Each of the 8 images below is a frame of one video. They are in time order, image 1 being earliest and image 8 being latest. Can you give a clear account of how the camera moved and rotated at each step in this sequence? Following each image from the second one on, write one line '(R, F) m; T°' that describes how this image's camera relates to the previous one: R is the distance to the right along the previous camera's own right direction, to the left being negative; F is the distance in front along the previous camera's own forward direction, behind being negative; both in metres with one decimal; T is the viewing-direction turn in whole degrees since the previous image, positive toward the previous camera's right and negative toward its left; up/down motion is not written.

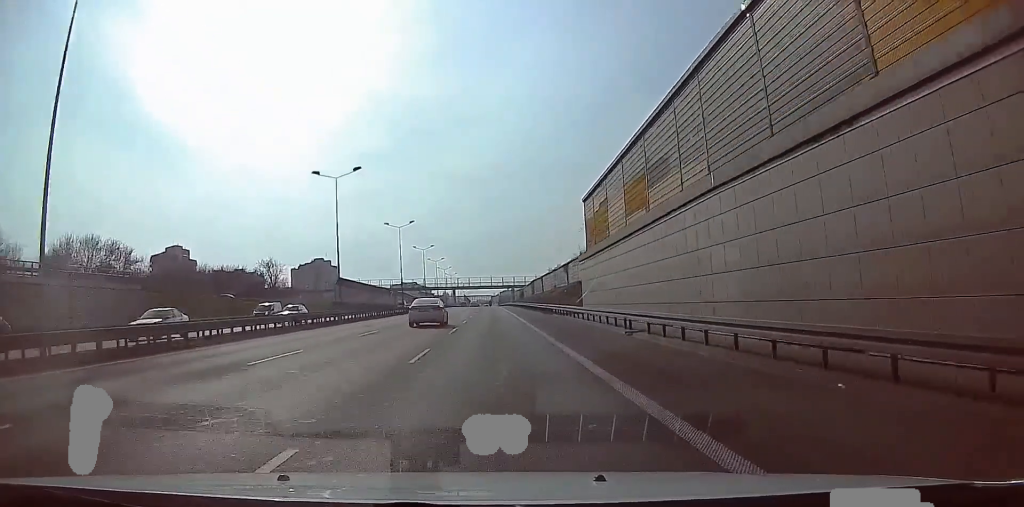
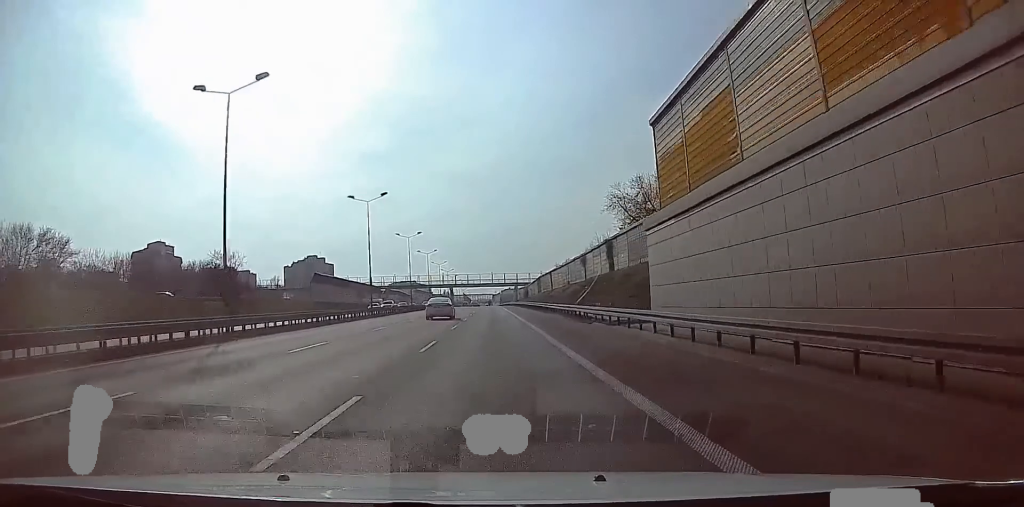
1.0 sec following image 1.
(0.0, +20.9) m; 0°
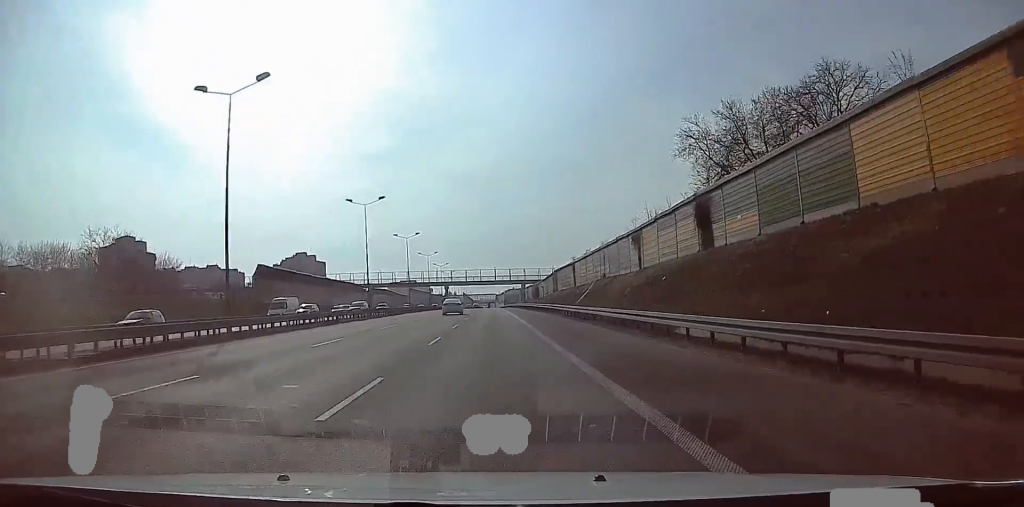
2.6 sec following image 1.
(0.0, +33.3) m; 0°
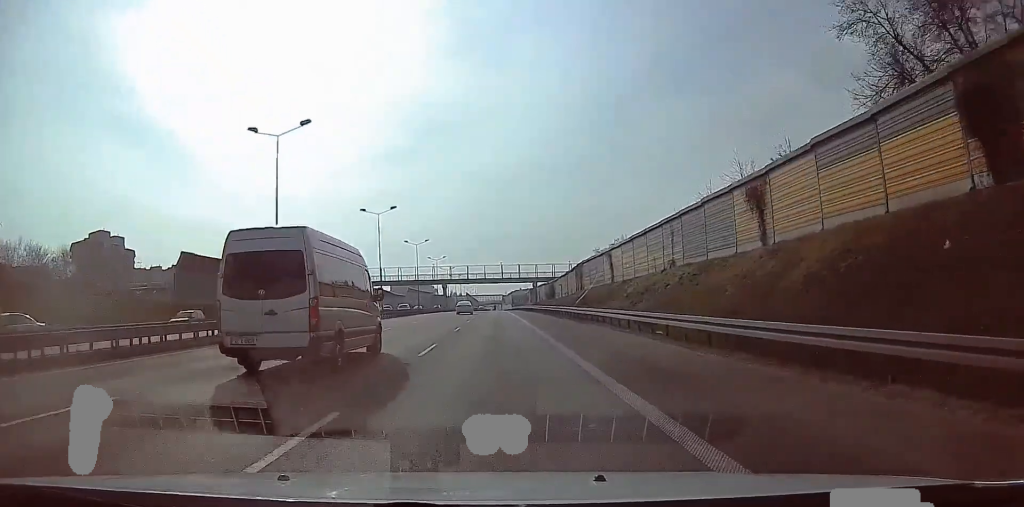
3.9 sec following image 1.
(0.0, +27.1) m; 0°
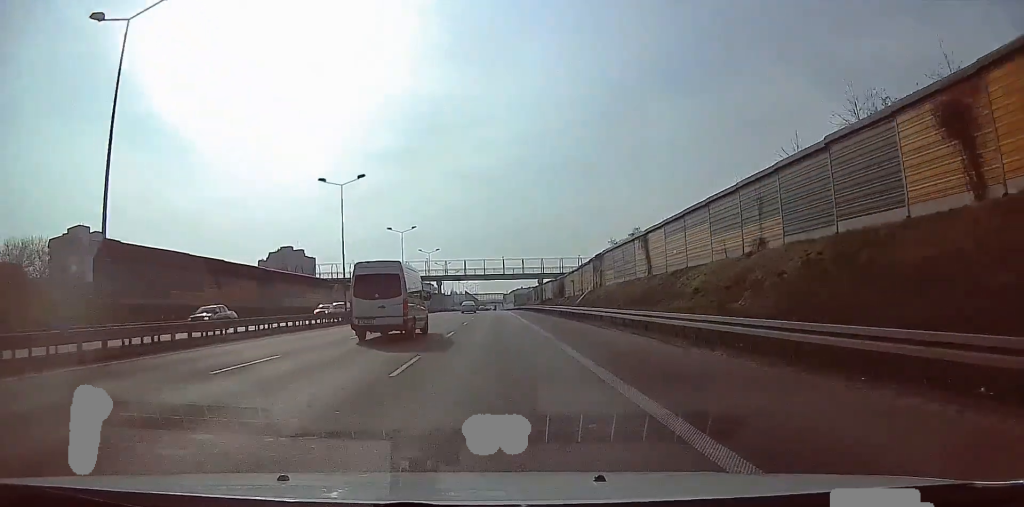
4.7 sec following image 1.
(0.0, +16.7) m; 0°
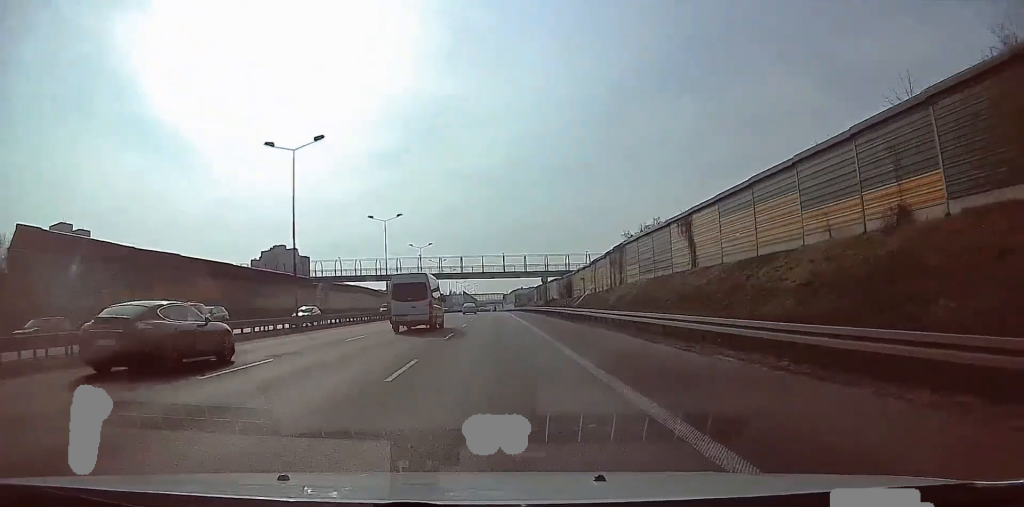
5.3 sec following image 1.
(0.0, +12.5) m; 0°
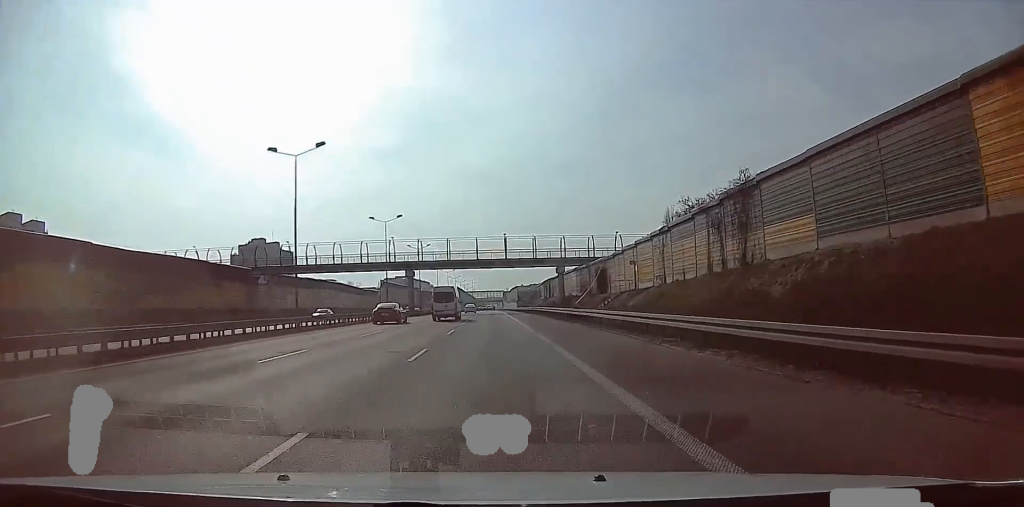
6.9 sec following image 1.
(0.0, +32.7) m; 0°
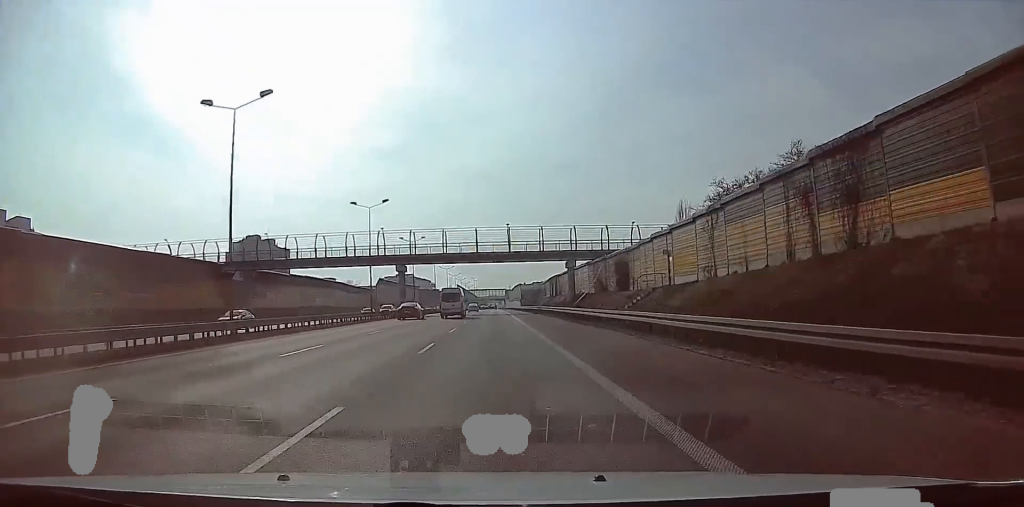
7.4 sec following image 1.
(0.0, +10.4) m; 0°
